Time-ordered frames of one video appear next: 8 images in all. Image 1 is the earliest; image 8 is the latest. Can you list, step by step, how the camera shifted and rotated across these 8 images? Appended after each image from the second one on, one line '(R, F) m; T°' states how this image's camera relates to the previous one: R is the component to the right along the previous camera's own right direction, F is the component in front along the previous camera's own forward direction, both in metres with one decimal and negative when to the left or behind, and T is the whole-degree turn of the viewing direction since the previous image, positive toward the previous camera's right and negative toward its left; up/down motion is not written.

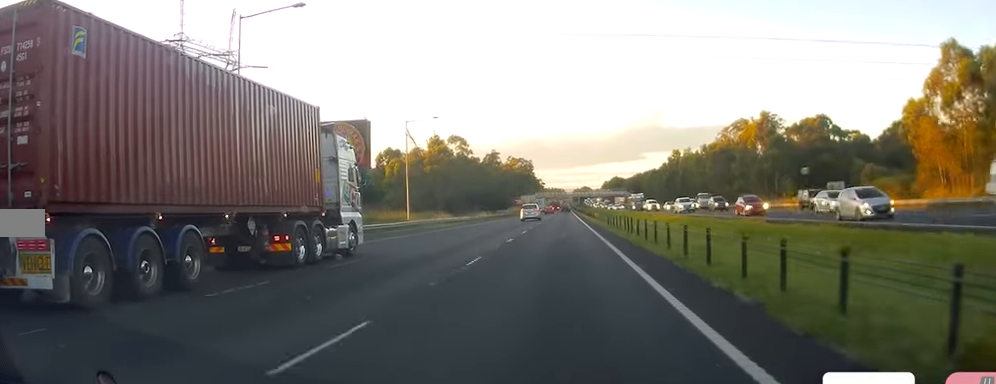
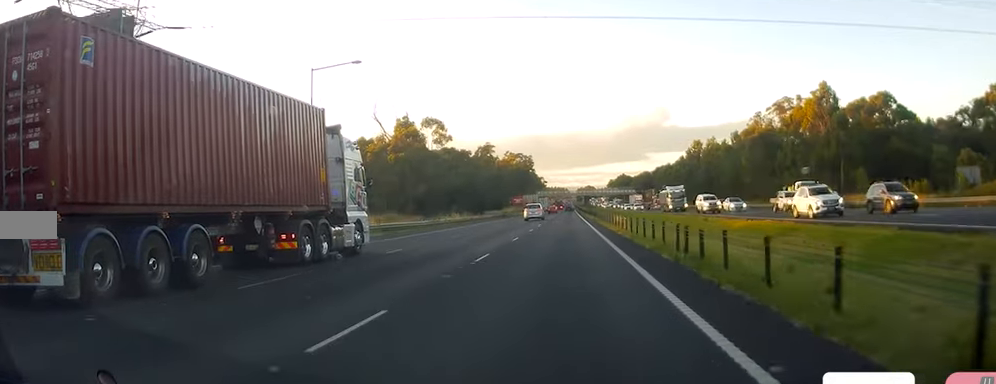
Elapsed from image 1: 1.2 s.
(+0.1, +32.0) m; 0°
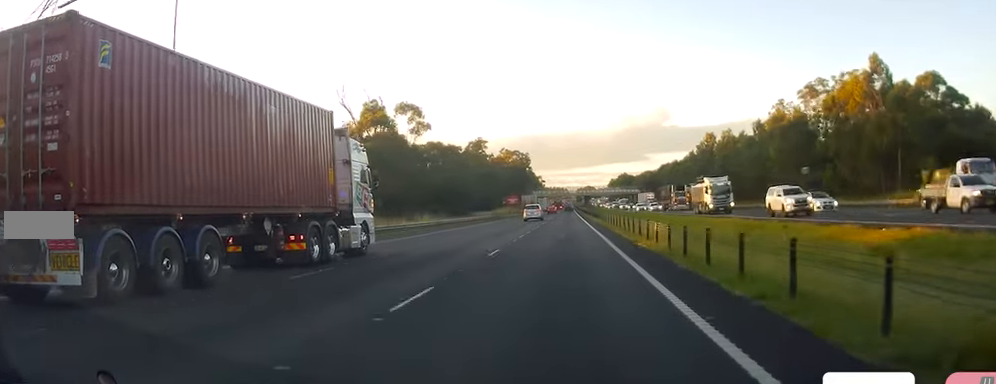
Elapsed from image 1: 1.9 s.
(0.0, +19.2) m; -1°
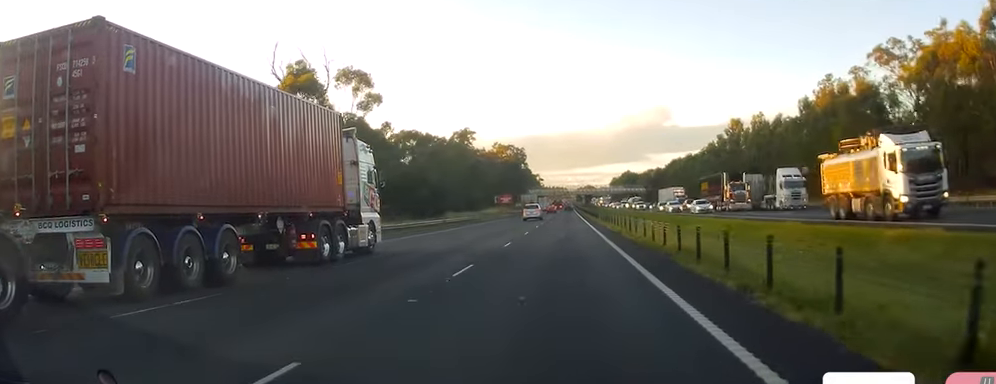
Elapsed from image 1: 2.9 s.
(-0.4, +28.5) m; -1°
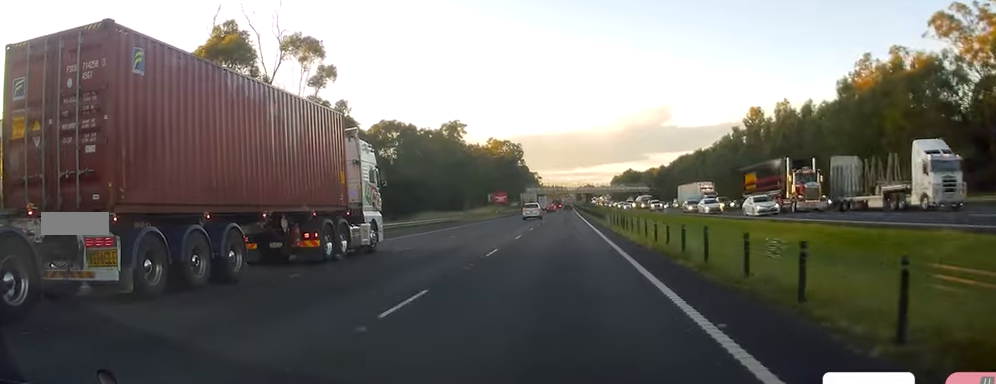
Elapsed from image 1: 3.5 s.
(0.0, +16.5) m; 0°
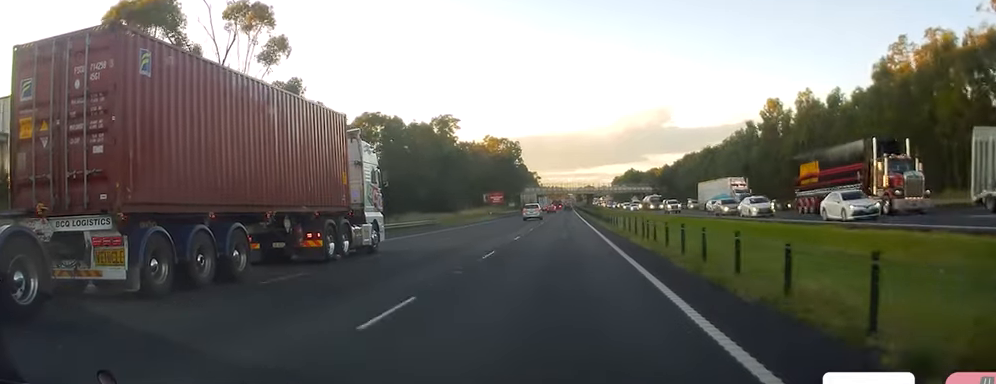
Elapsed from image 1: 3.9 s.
(0.0, +12.0) m; 0°
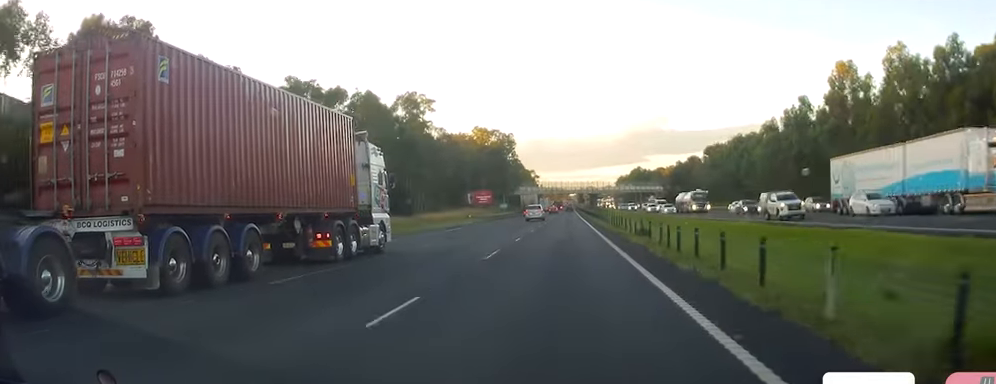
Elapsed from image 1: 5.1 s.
(+0.3, +33.3) m; 0°
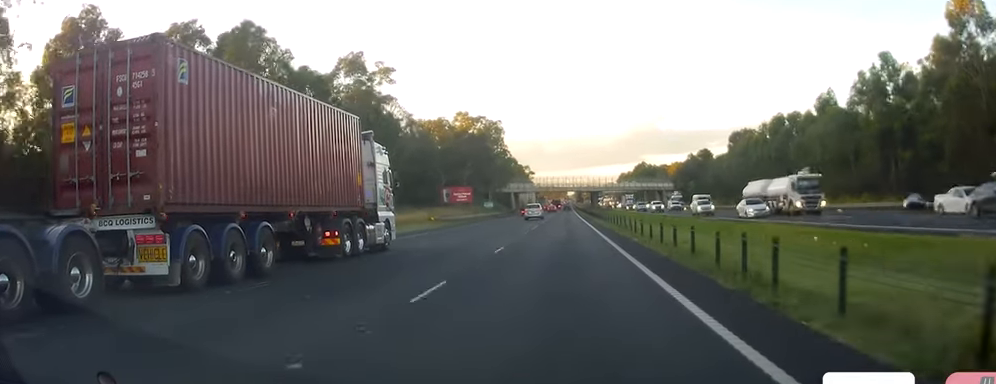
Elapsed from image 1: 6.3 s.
(-0.4, +31.5) m; 0°
